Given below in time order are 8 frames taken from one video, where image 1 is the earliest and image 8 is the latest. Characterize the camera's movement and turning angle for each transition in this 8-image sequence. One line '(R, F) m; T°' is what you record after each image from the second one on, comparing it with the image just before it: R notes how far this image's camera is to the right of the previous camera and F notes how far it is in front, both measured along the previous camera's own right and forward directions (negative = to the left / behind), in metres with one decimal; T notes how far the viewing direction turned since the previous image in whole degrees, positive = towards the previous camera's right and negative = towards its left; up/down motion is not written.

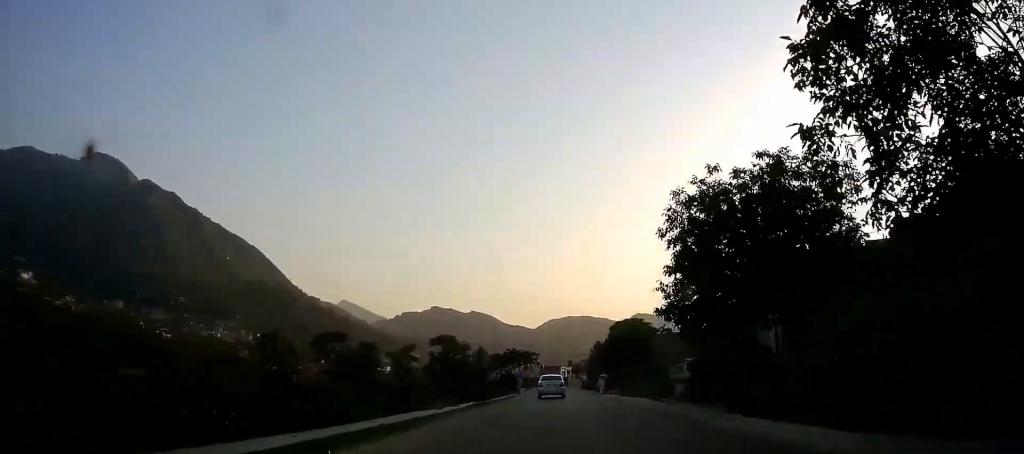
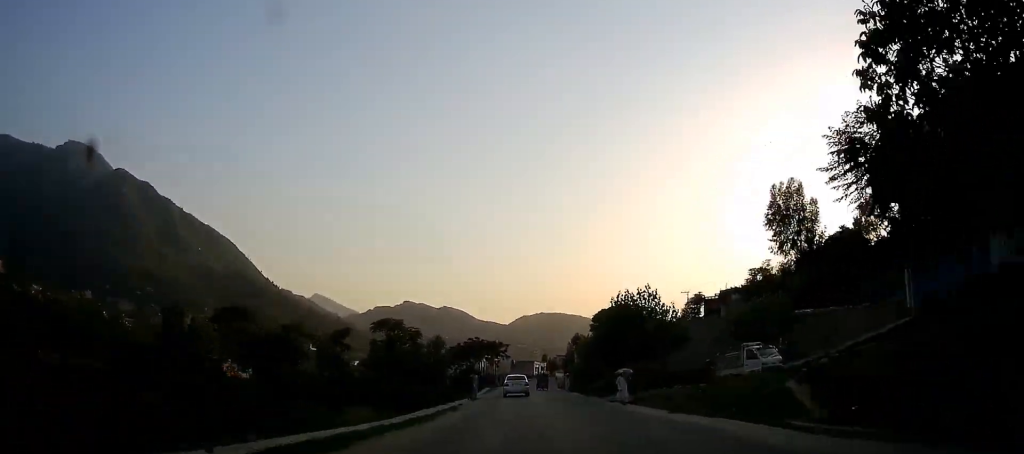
(+0.3, +16.0) m; +3°
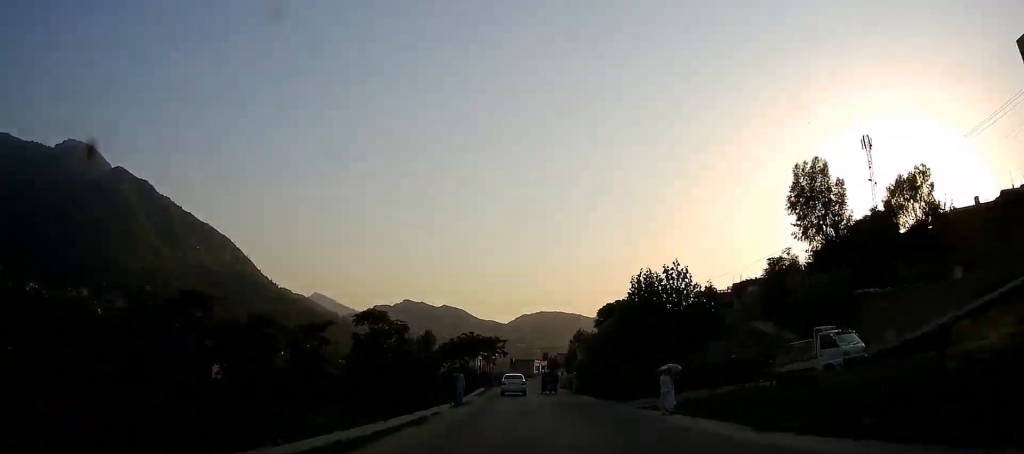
(0.0, +6.3) m; +1°
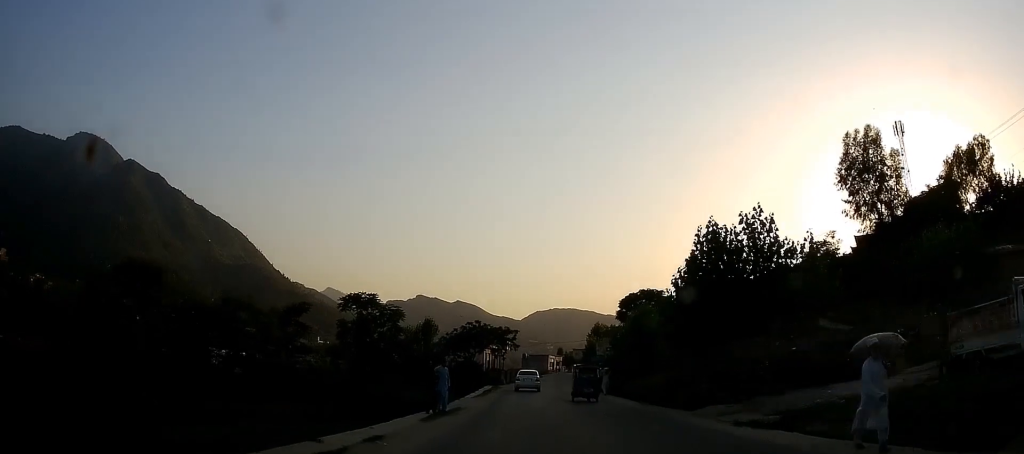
(+0.2, +8.5) m; 0°
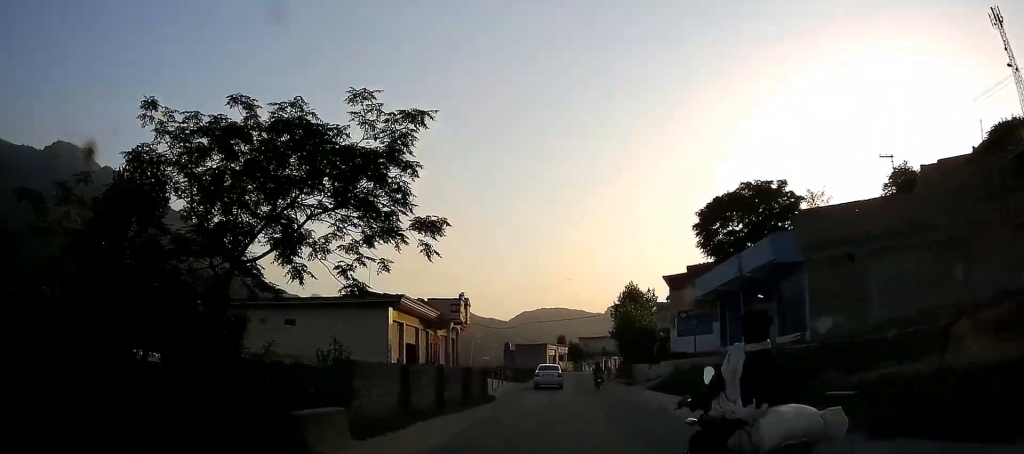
(+0.6, +45.8) m; +1°
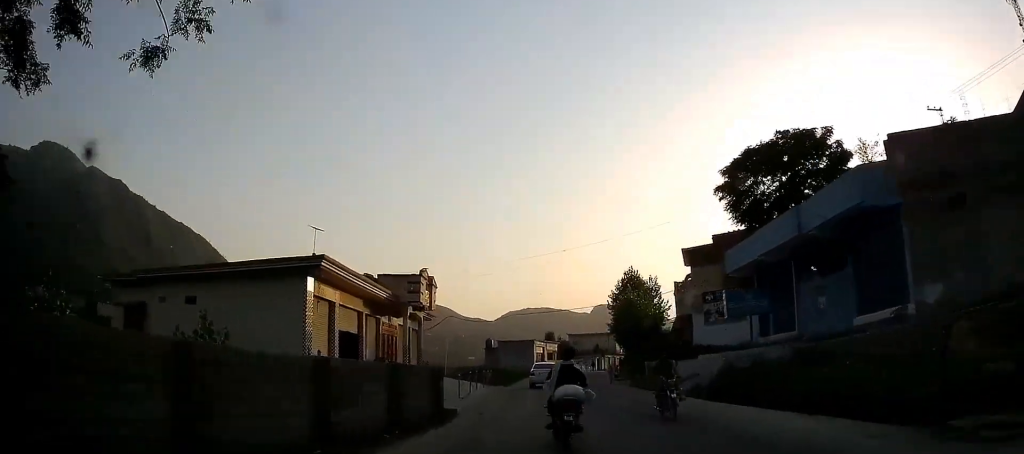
(-0.2, +9.3) m; -1°
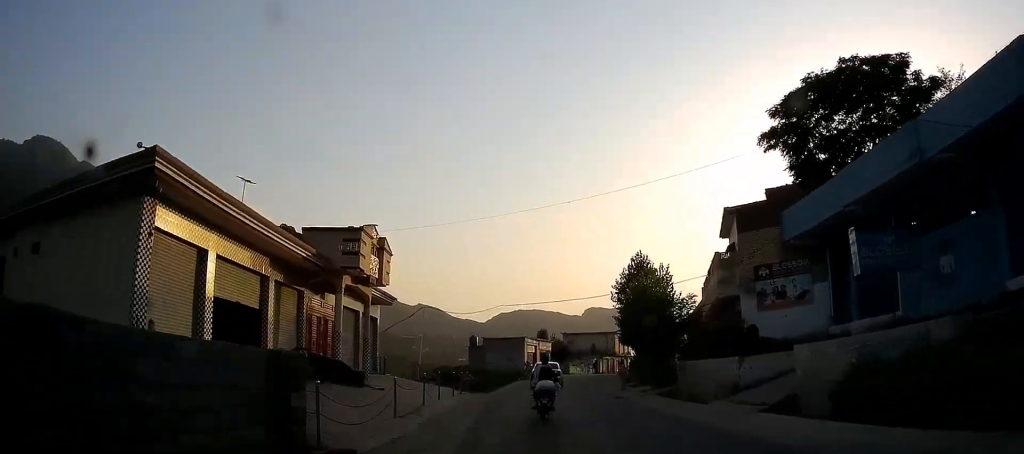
(0.0, +9.3) m; 0°
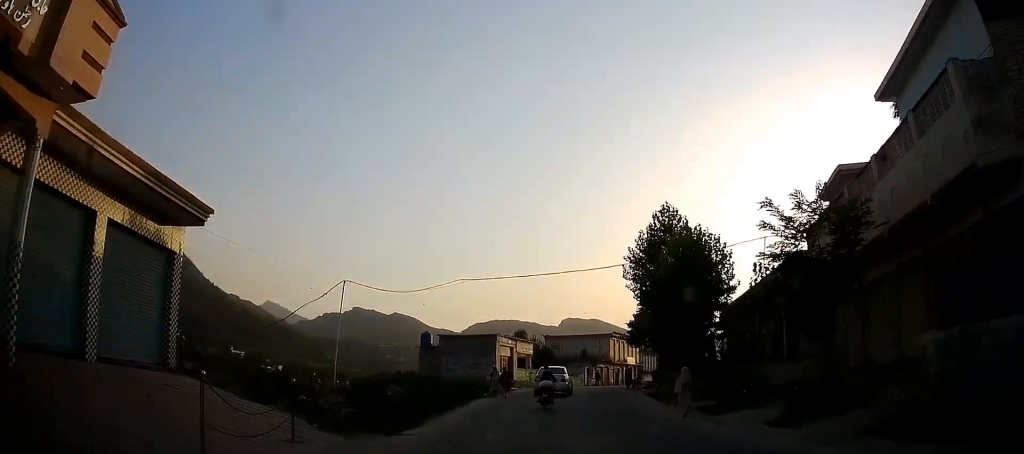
(0.0, +17.3) m; +3°
